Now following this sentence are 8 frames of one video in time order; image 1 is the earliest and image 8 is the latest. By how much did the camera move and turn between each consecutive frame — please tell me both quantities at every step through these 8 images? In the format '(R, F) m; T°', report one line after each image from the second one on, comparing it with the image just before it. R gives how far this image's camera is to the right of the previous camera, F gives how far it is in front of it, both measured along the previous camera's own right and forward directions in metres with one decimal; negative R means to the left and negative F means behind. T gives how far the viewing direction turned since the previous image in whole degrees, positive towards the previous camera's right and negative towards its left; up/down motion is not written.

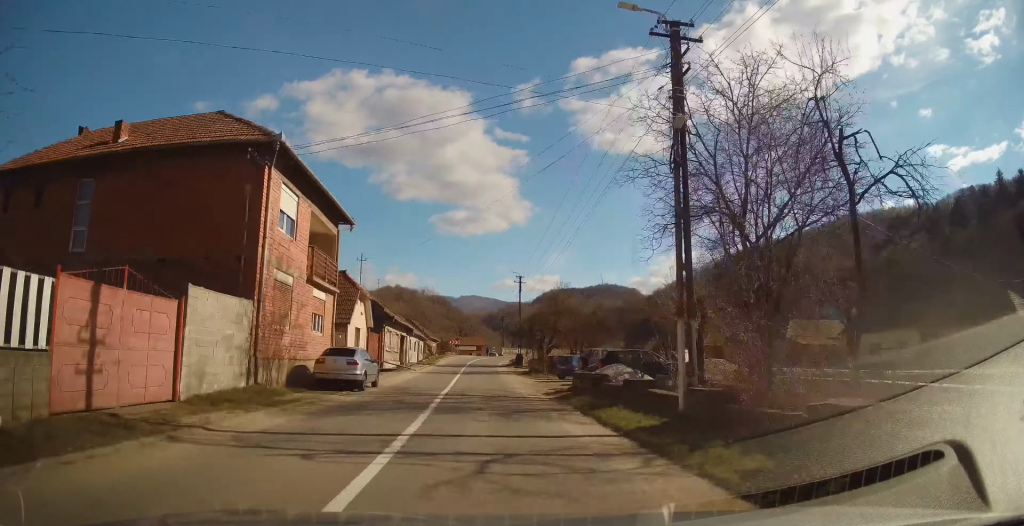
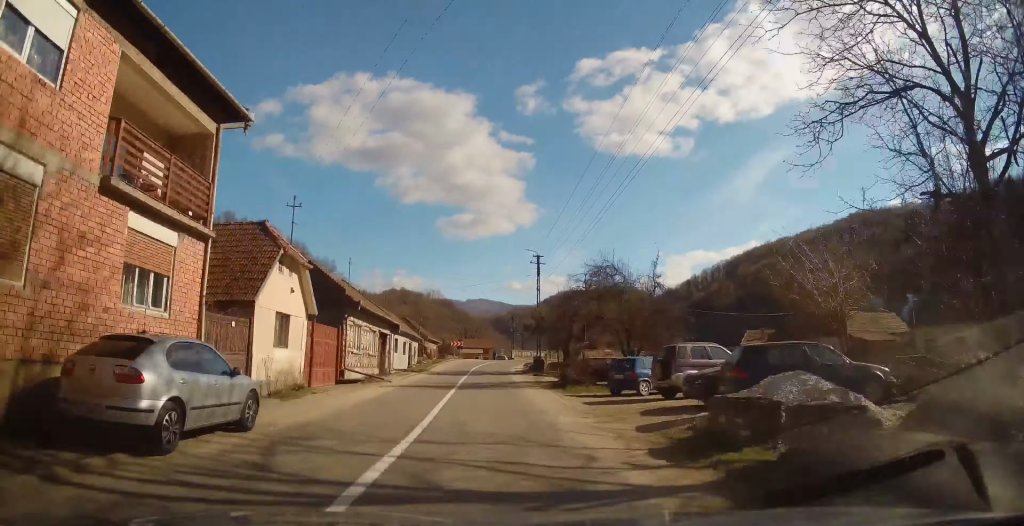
(-0.1, +11.4) m; 0°
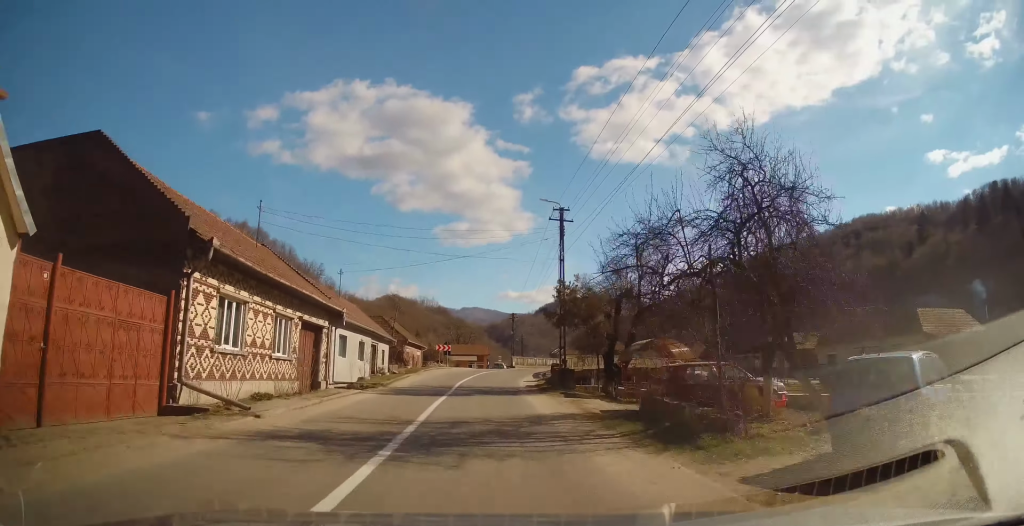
(+0.3, +12.8) m; +1°
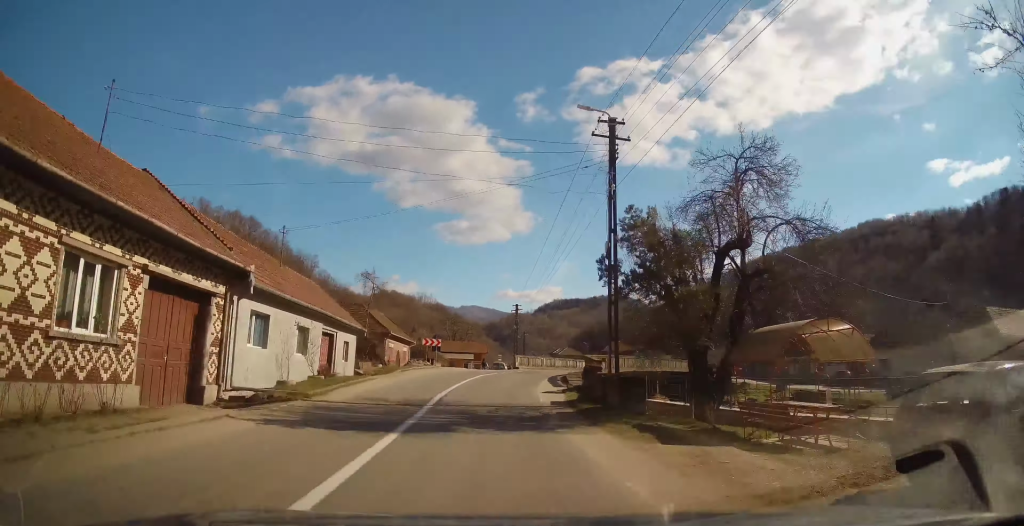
(-0.2, +9.0) m; +1°
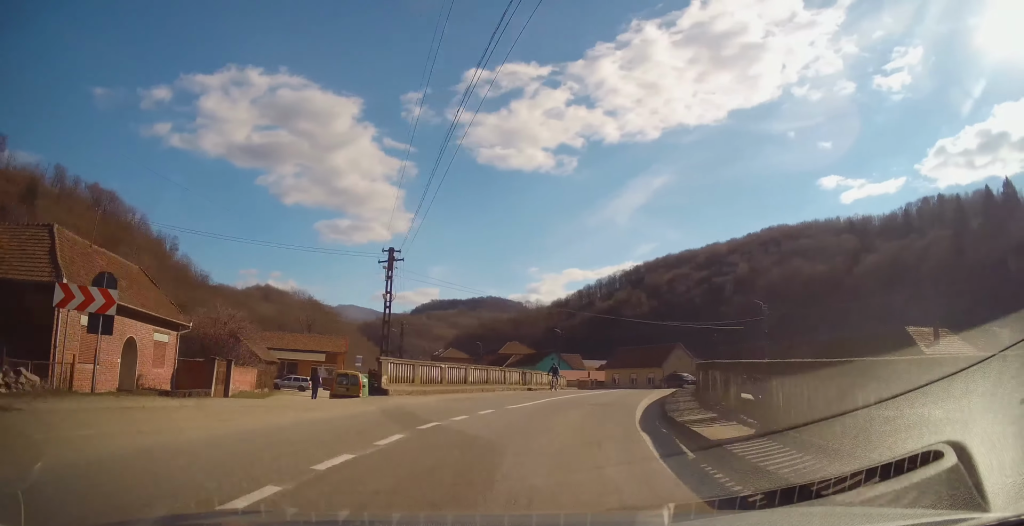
(+2.4, +29.8) m; +17°
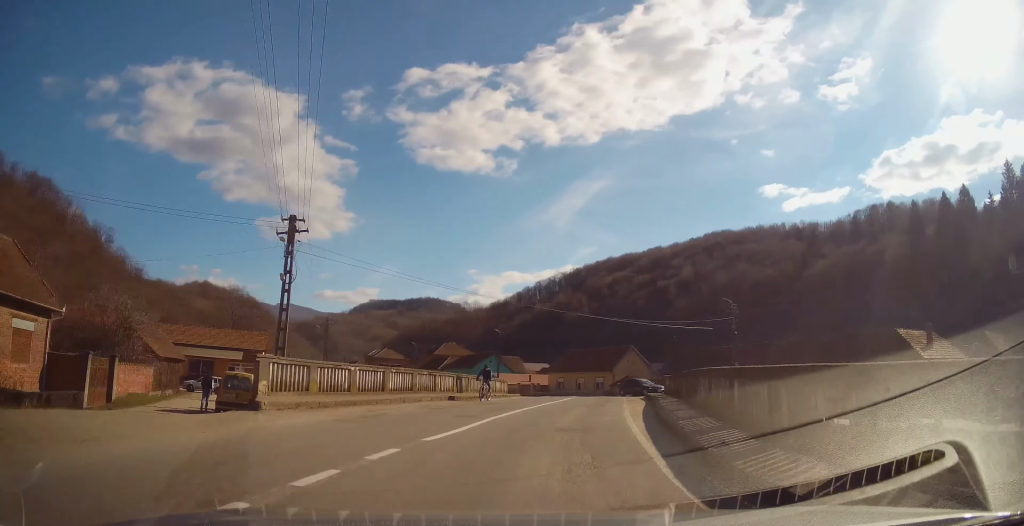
(+0.5, +6.2) m; +6°
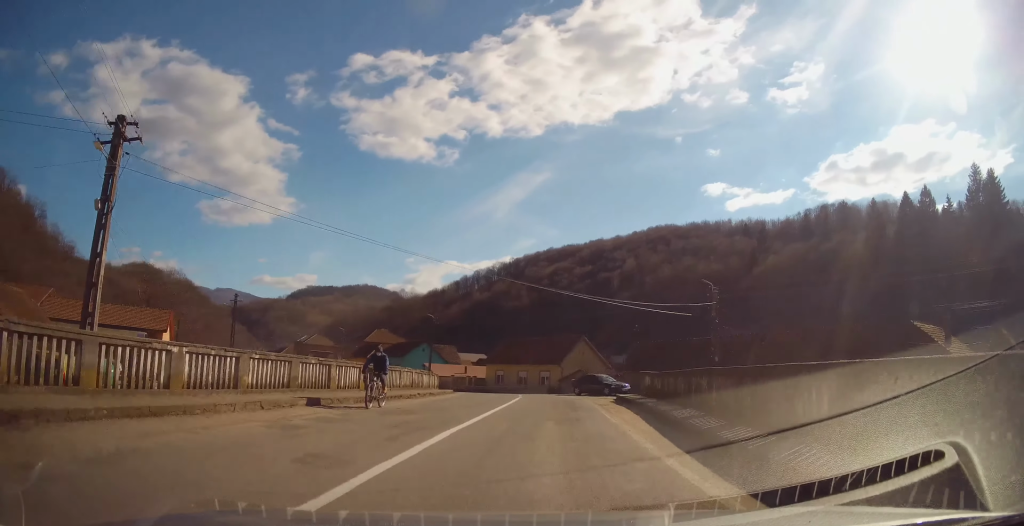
(+0.2, +7.9) m; +4°
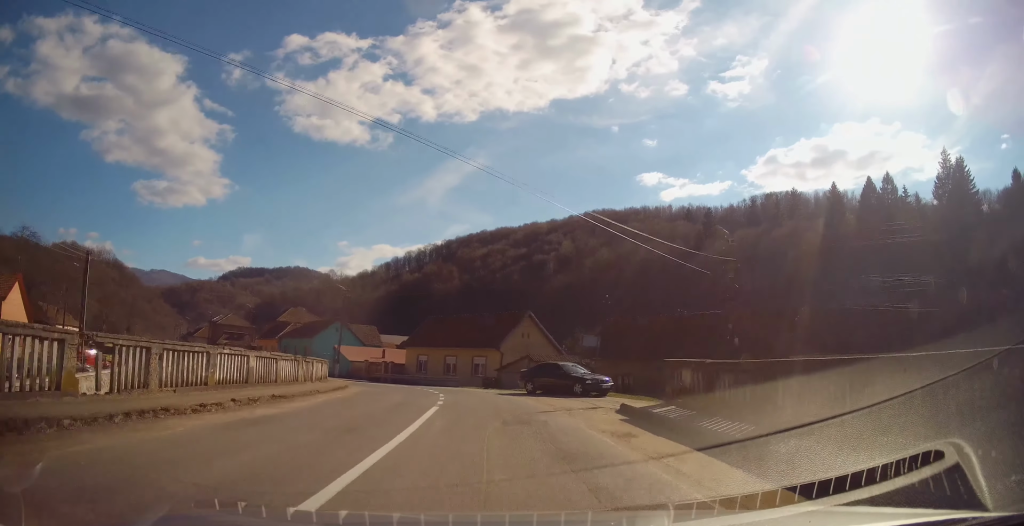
(+0.5, +11.7) m; +4°
